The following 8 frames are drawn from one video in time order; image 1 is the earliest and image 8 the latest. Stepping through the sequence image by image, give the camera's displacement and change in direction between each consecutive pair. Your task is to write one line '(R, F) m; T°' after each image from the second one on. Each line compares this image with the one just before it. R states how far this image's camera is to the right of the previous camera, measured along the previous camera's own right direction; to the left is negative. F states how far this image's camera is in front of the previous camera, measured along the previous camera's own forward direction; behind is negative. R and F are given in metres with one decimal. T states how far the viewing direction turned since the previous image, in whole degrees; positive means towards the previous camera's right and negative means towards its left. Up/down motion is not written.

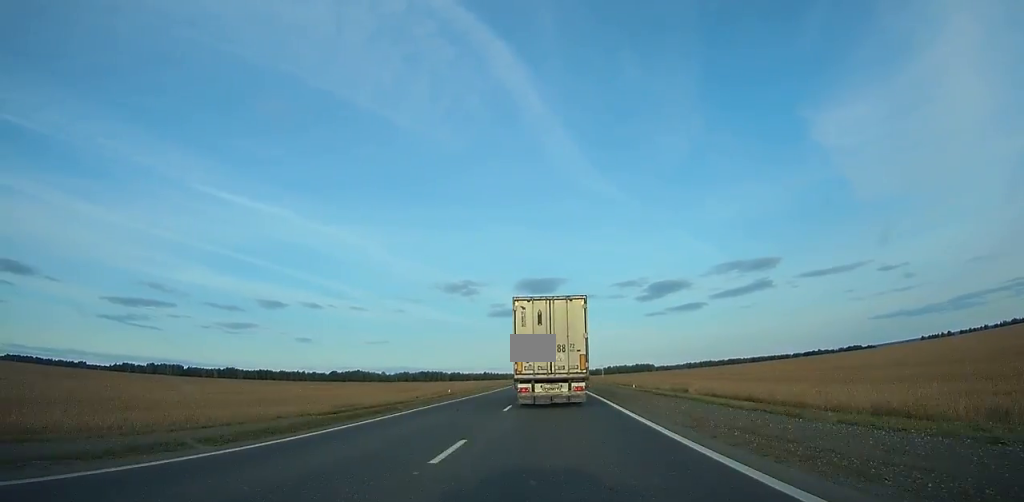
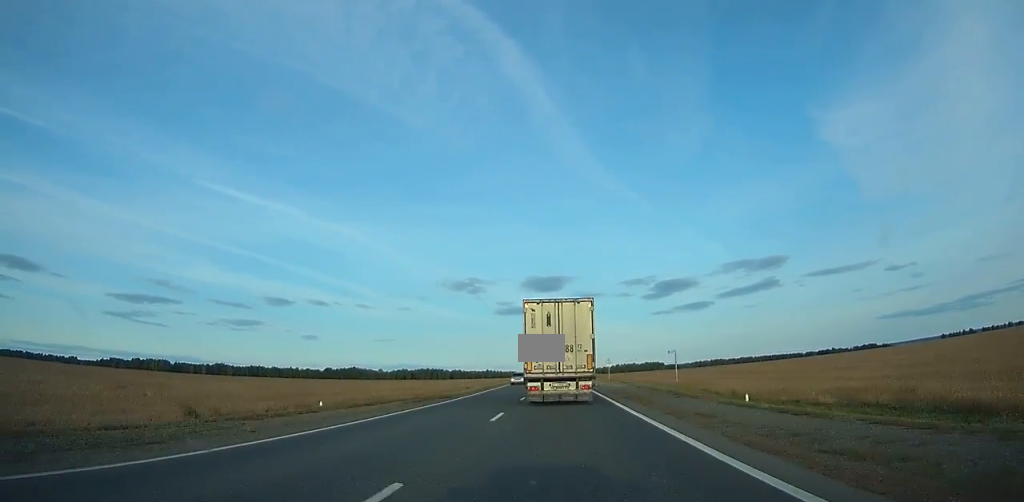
(+0.3, +54.8) m; 0°
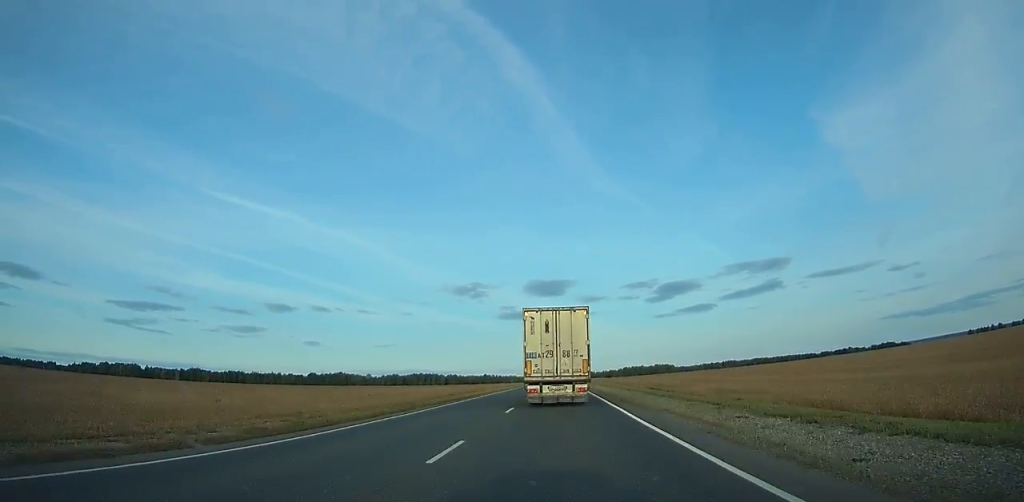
(0.0, +81.7) m; 0°
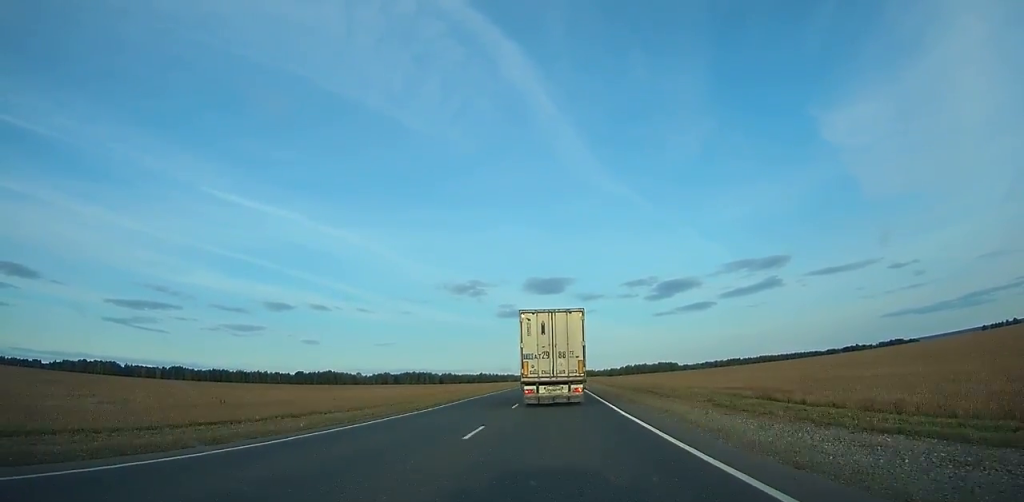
(-0.2, +44.5) m; 0°
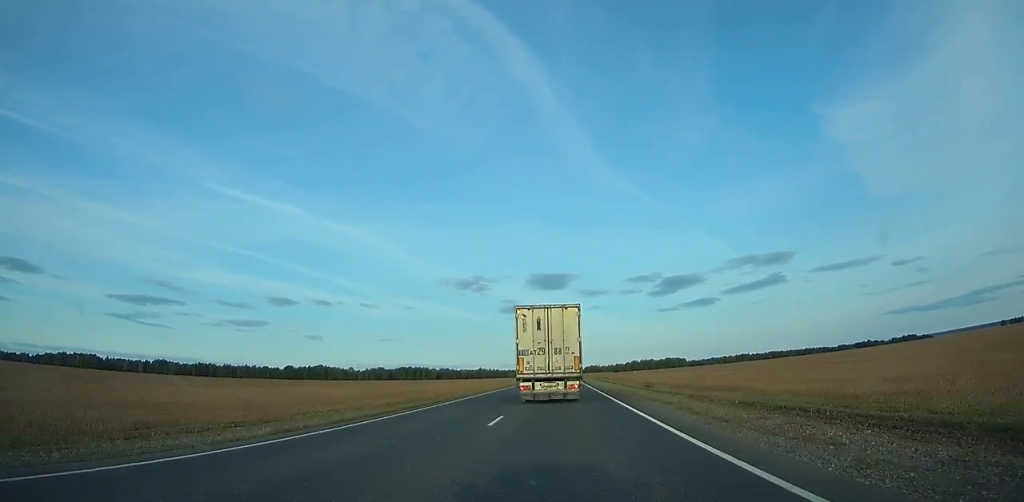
(-0.1, +46.4) m; 0°
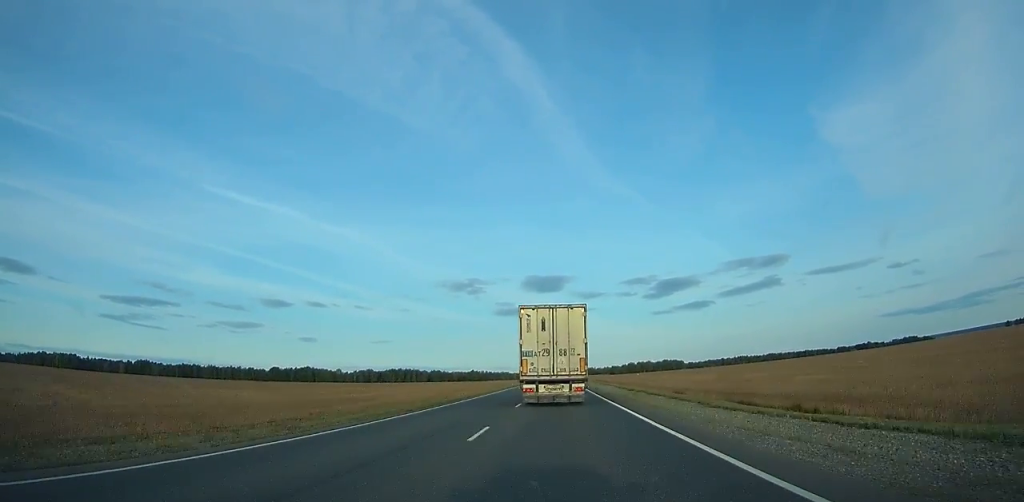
(0.0, +27.3) m; 0°
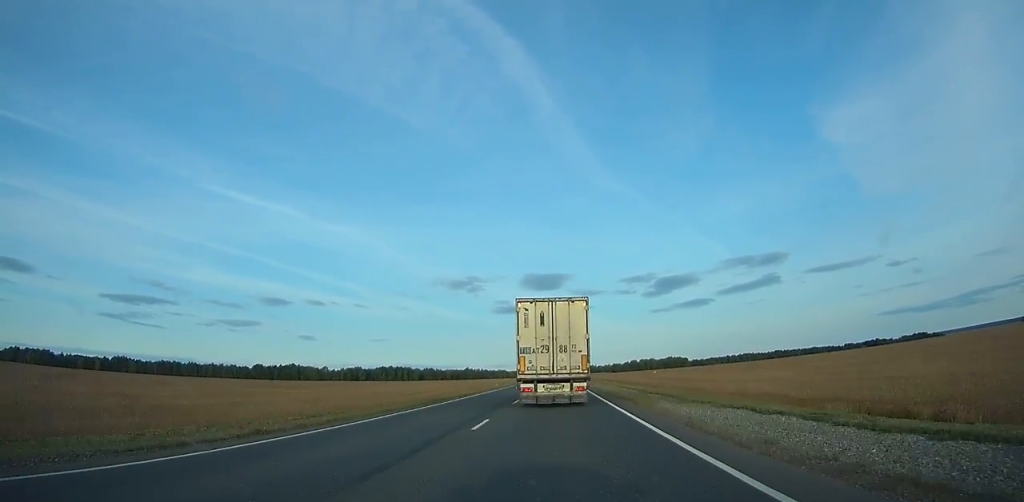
(-0.1, +46.0) m; 0°
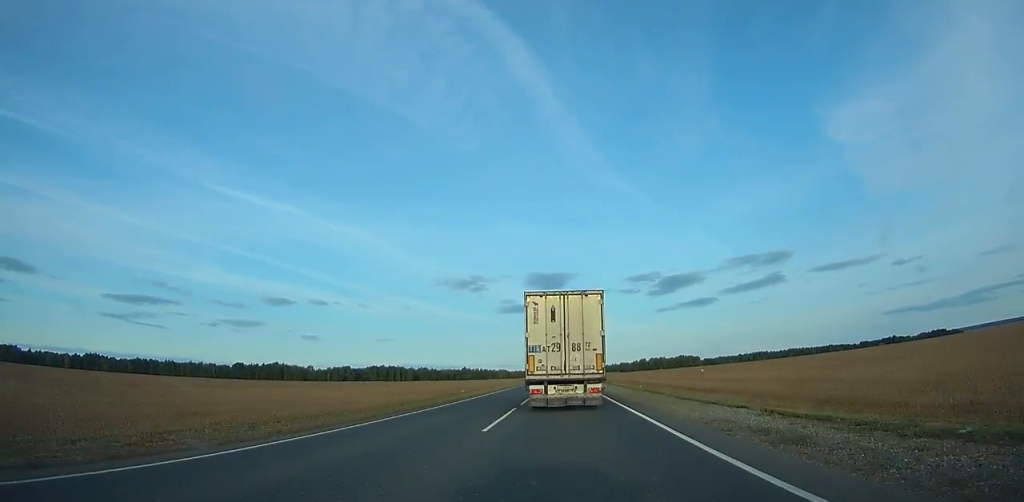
(0.0, +60.2) m; 0°
